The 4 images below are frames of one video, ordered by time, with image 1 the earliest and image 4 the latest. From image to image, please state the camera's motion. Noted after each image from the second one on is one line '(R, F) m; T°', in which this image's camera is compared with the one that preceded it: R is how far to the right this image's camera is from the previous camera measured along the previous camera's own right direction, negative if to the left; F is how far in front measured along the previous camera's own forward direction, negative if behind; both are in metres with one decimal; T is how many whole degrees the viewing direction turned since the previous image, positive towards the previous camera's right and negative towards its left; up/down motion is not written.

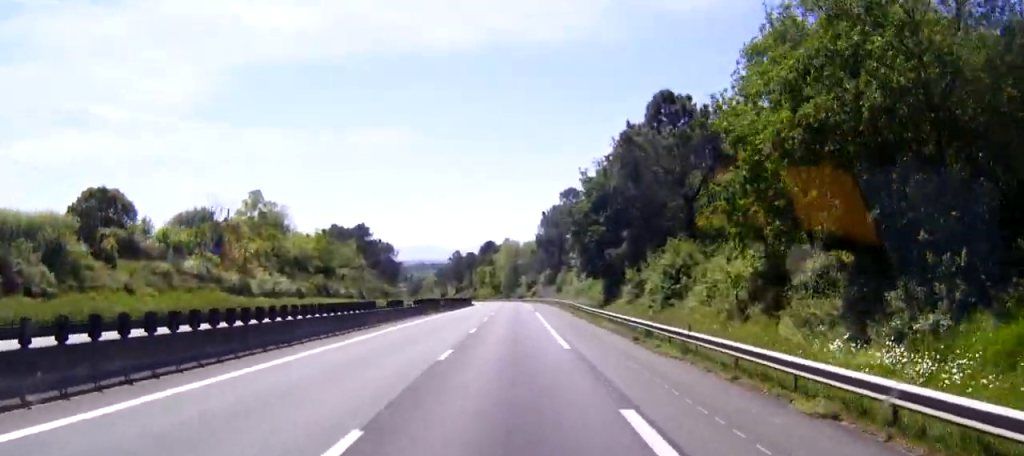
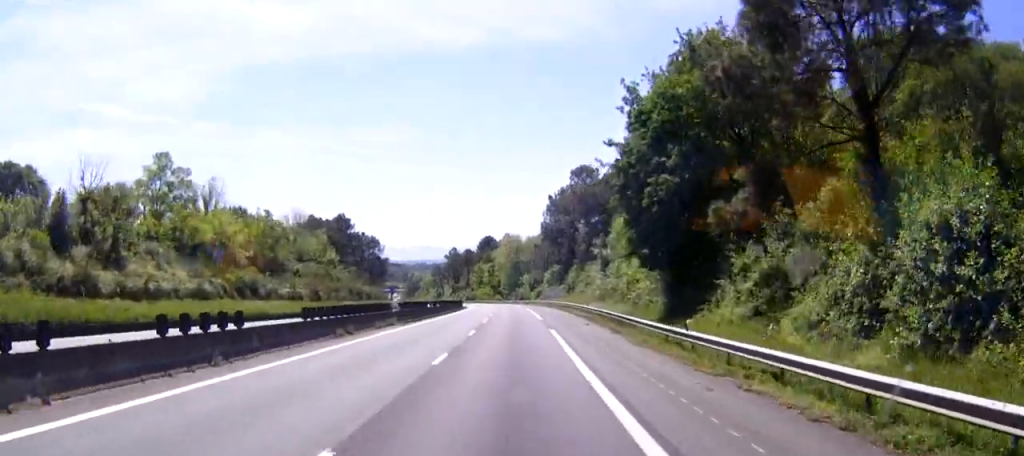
(-0.1, +27.2) m; 0°
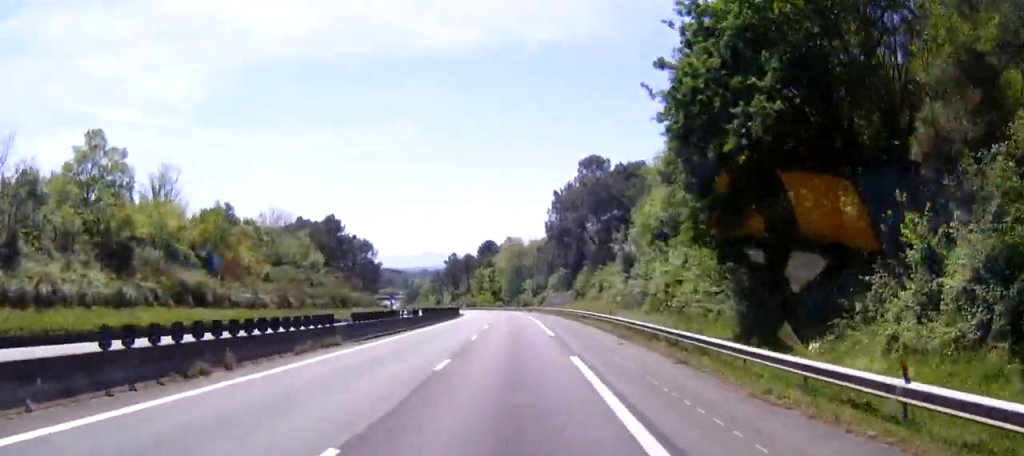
(0.0, +13.2) m; 0°
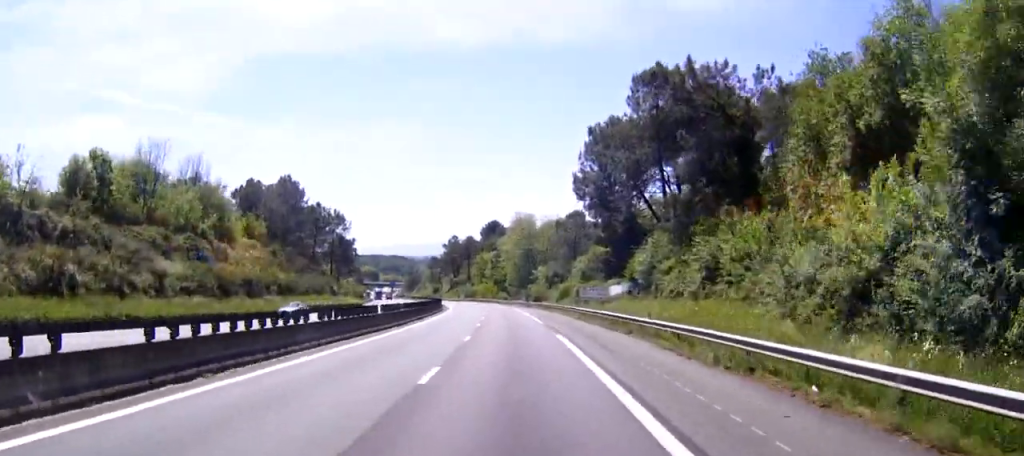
(-0.3, +43.4) m; -2°
